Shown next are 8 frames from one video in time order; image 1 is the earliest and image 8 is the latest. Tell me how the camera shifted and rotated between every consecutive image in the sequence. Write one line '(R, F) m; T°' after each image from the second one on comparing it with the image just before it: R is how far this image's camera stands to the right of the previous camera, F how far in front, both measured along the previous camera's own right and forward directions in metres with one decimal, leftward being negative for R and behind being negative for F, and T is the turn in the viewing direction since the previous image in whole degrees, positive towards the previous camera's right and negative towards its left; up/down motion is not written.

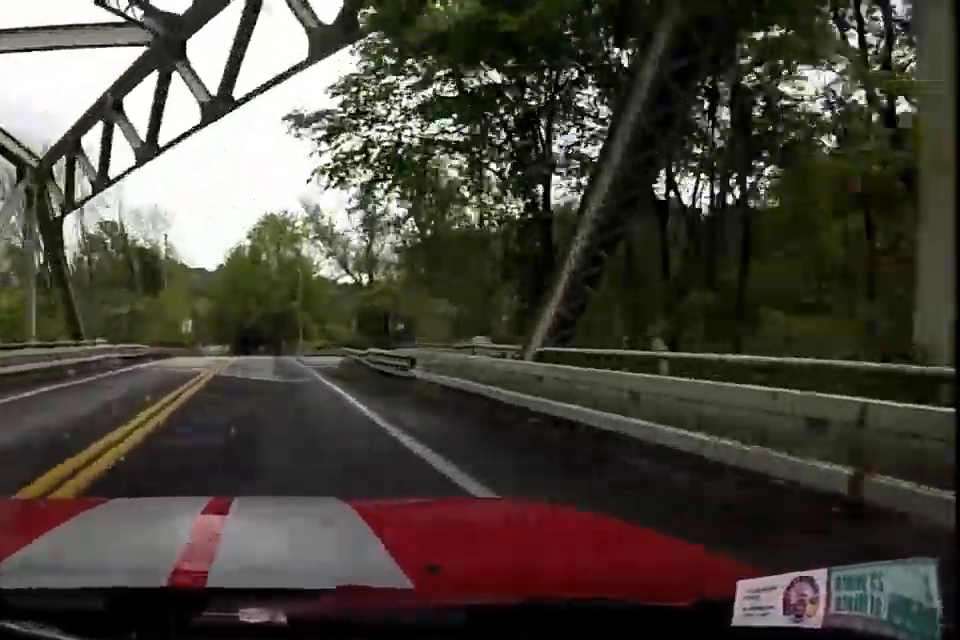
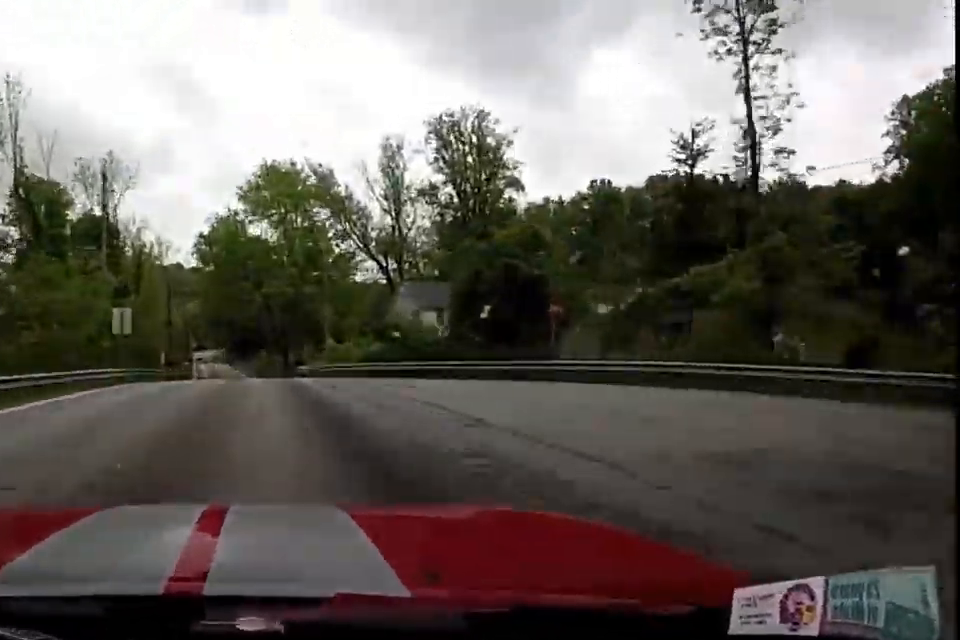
(-1.2, +27.3) m; -2°
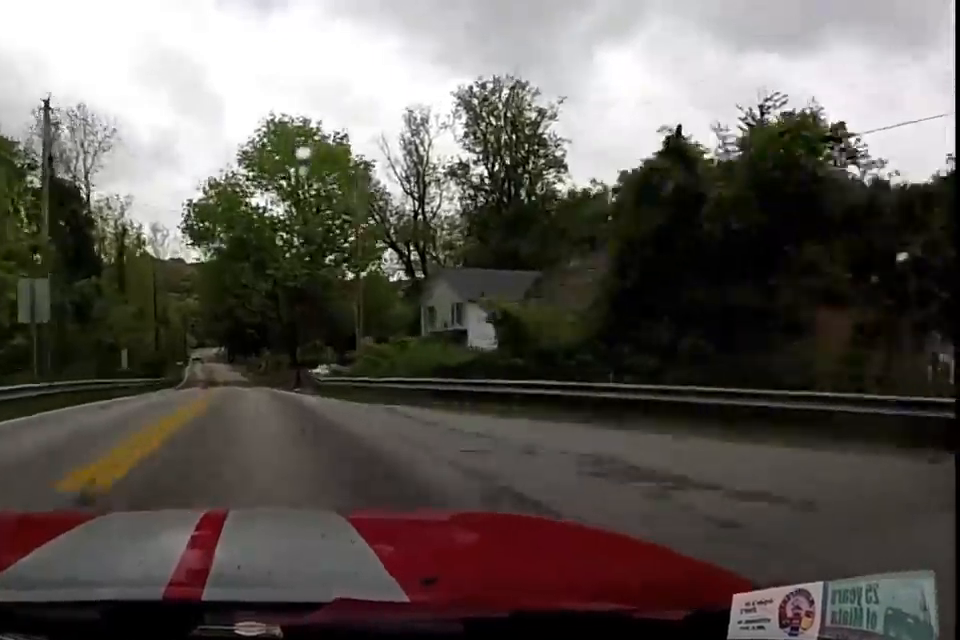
(+0.3, +13.0) m; 0°
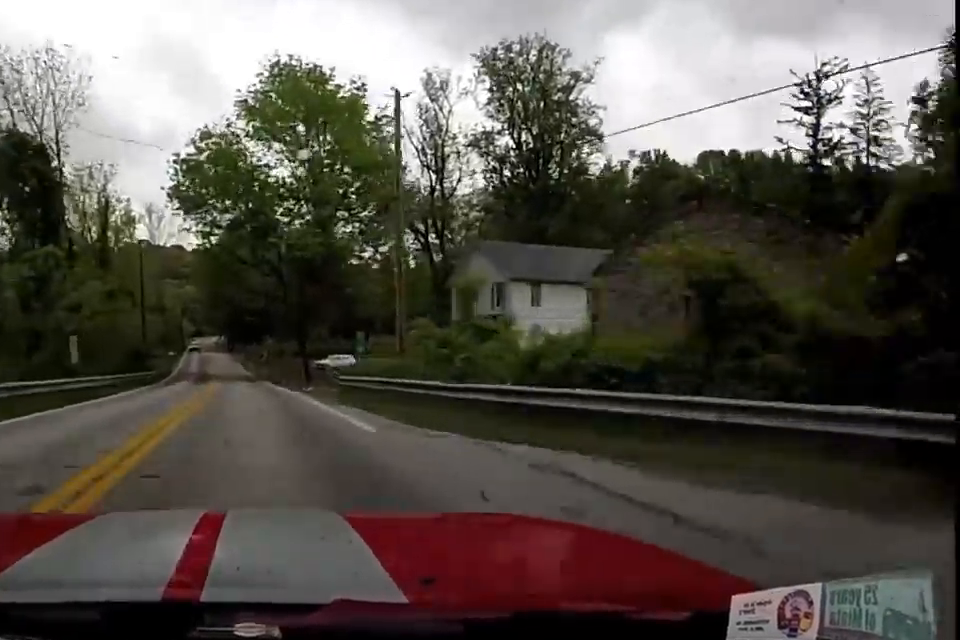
(+0.5, +8.7) m; 0°
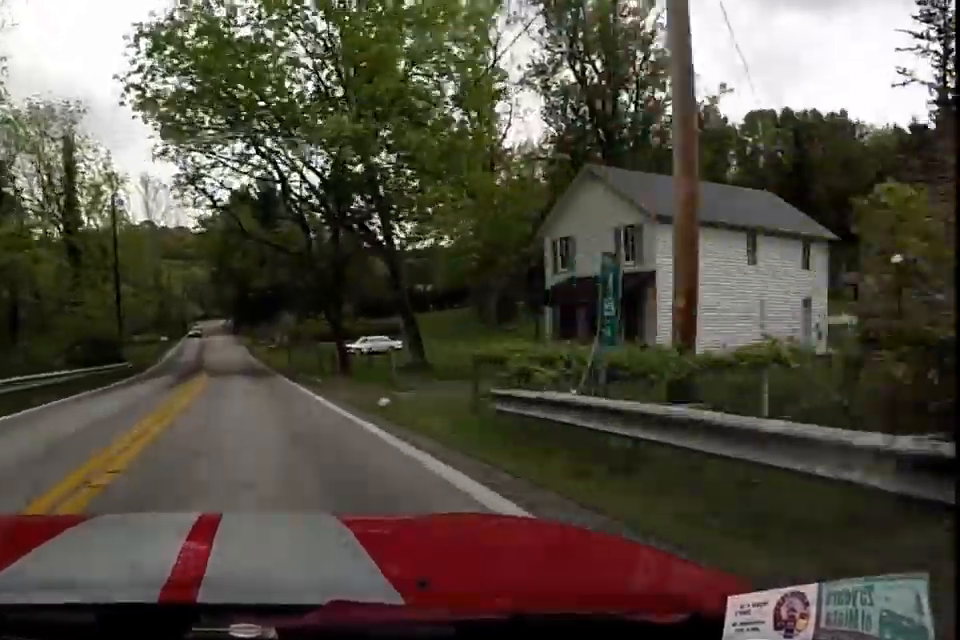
(-0.4, +14.9) m; -2°
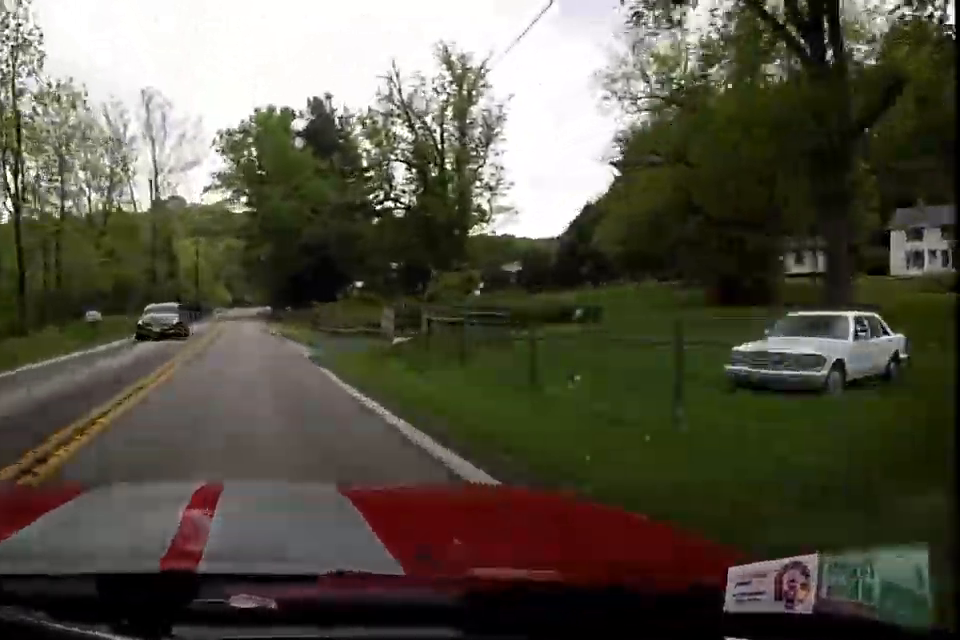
(-1.0, +39.7) m; -2°
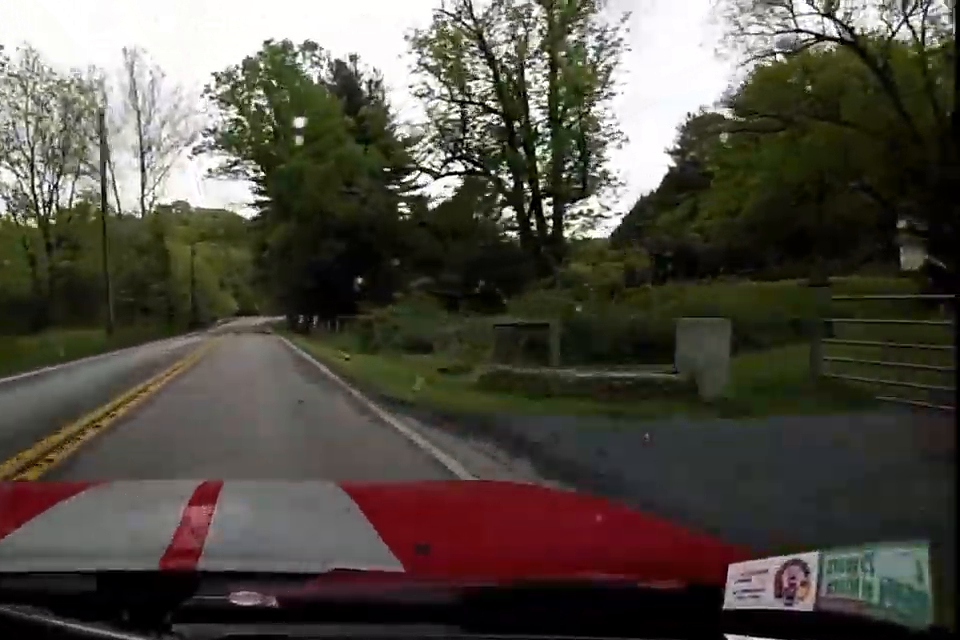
(0.0, +16.9) m; 0°
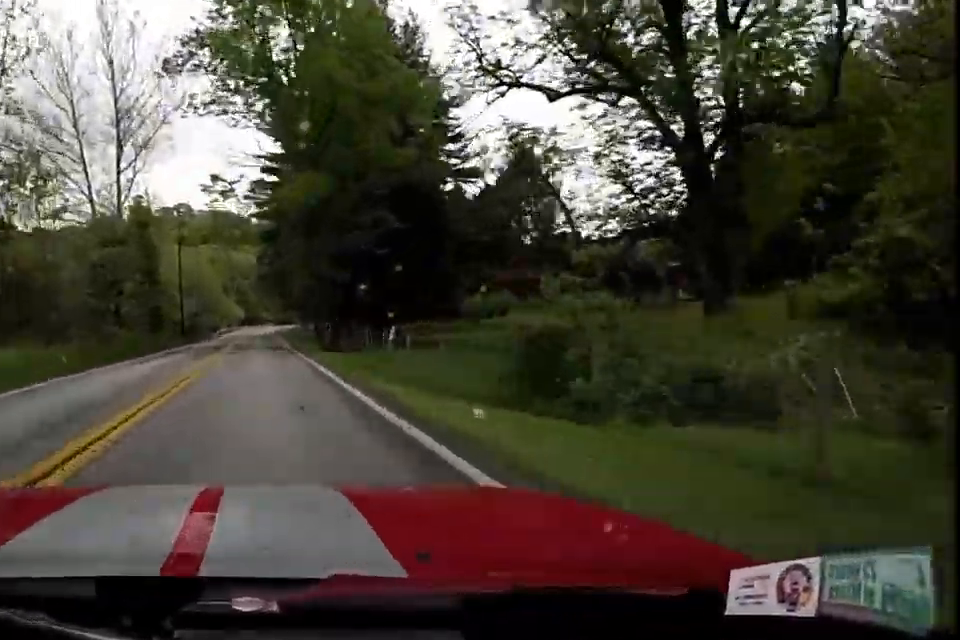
(0.0, +15.1) m; 0°
